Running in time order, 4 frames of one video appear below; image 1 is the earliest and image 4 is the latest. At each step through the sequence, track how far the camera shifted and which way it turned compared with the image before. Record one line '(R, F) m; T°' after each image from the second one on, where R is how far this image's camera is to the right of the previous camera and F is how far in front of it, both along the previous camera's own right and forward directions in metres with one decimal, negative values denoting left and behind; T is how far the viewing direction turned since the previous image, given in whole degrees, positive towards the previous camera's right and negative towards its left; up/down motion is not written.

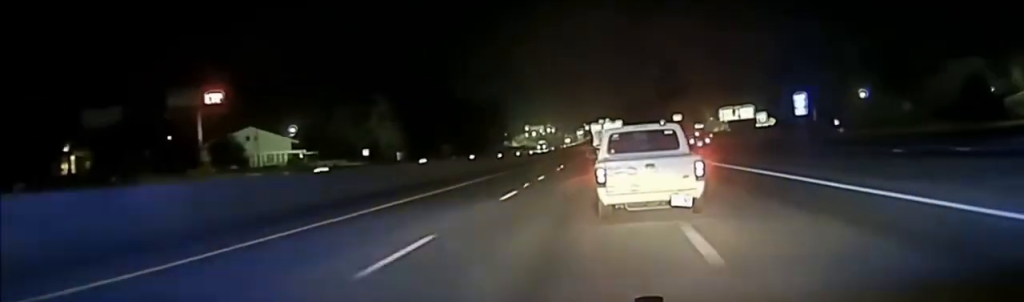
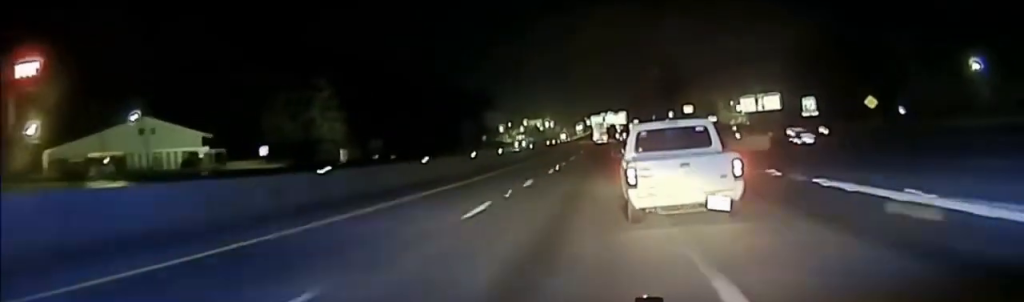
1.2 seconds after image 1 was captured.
(+0.3, +51.6) m; 0°
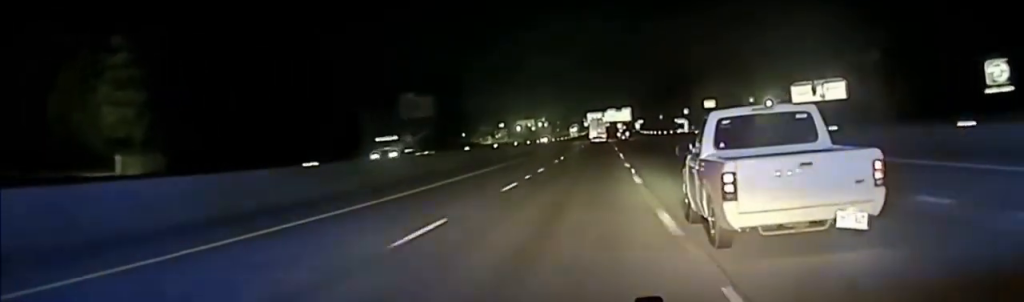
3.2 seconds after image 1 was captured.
(-0.8, +102.5) m; -1°
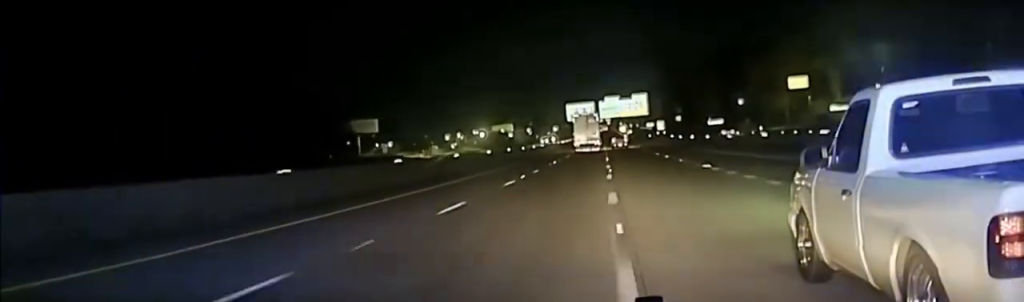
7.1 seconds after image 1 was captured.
(+1.6, +162.3) m; +1°
